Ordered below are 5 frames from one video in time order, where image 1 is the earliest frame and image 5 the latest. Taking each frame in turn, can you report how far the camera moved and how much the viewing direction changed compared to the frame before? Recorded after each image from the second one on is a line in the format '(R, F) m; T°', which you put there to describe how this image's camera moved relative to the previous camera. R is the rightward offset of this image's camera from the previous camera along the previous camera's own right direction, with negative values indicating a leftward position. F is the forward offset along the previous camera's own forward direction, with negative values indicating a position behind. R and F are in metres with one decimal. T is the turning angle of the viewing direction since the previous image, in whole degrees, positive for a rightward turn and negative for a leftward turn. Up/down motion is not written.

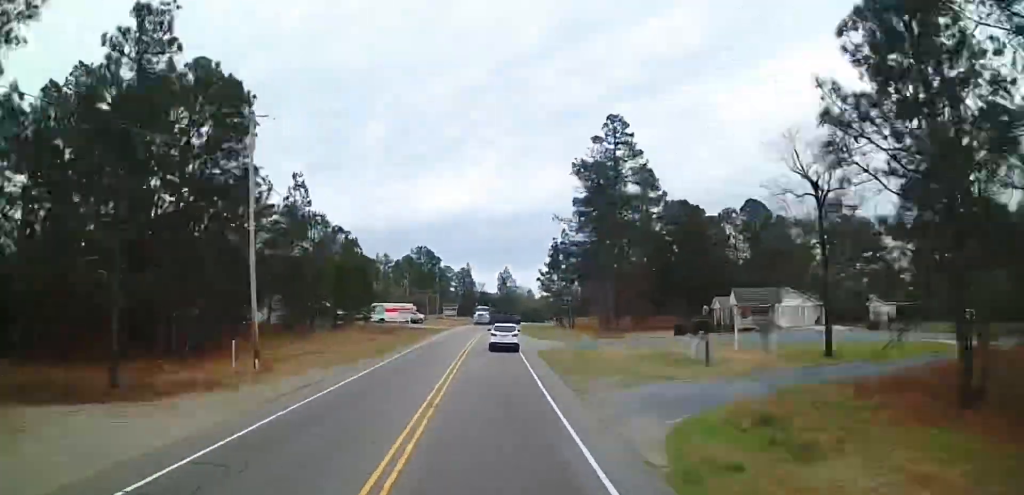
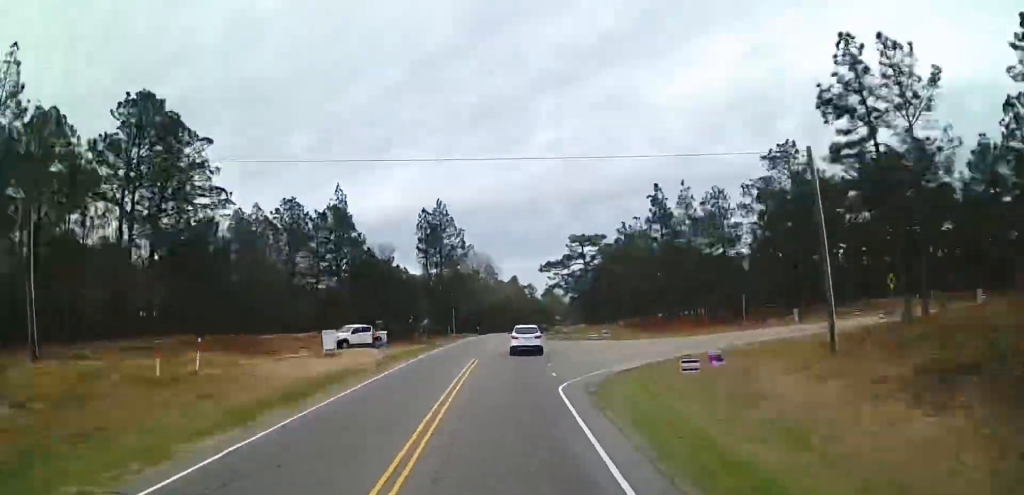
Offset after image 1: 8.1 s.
(+6.5, +117.4) m; +7°
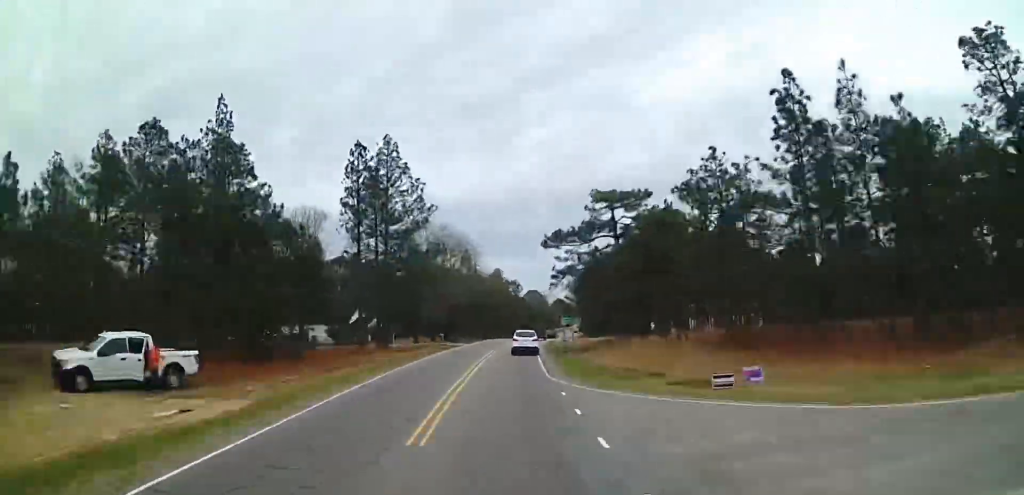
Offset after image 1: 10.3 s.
(+0.7, +31.7) m; +2°
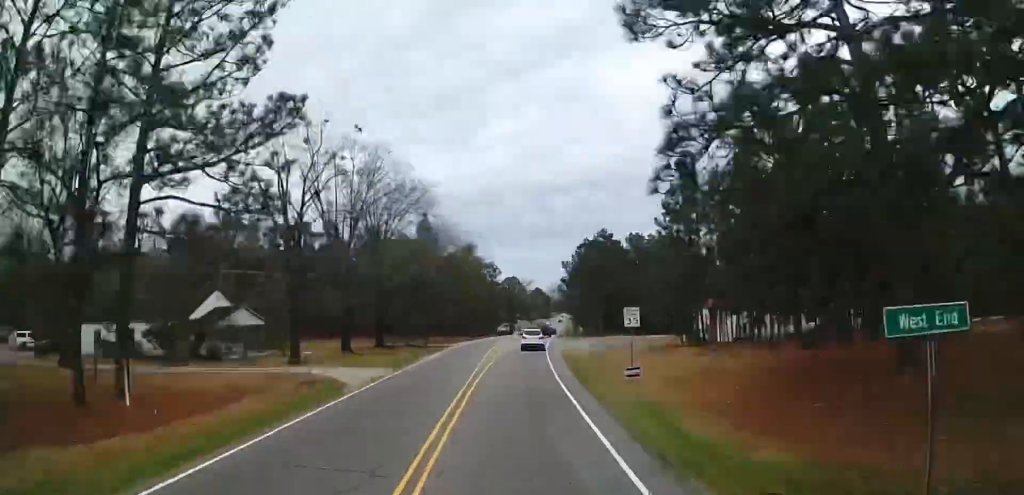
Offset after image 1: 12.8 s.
(+0.7, +38.7) m; +3°
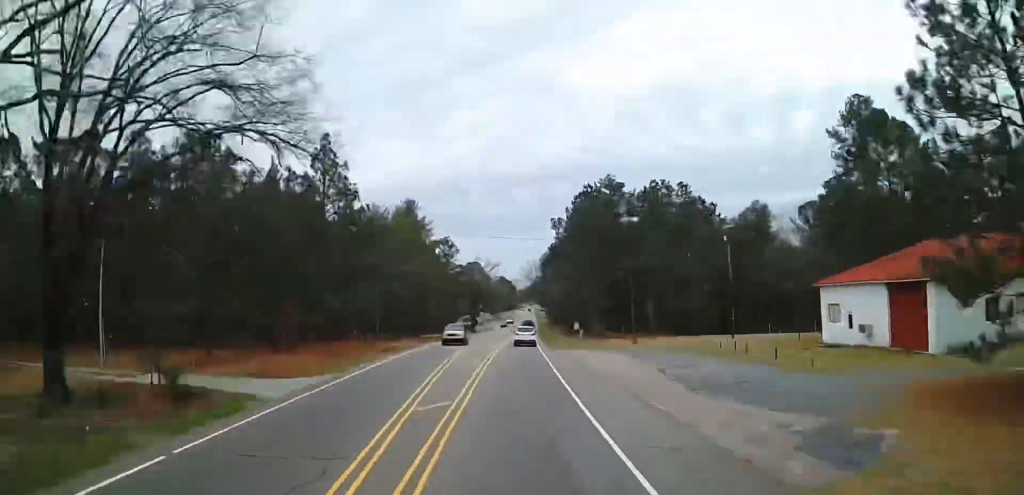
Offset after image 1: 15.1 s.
(+0.8, +36.2) m; +2°
